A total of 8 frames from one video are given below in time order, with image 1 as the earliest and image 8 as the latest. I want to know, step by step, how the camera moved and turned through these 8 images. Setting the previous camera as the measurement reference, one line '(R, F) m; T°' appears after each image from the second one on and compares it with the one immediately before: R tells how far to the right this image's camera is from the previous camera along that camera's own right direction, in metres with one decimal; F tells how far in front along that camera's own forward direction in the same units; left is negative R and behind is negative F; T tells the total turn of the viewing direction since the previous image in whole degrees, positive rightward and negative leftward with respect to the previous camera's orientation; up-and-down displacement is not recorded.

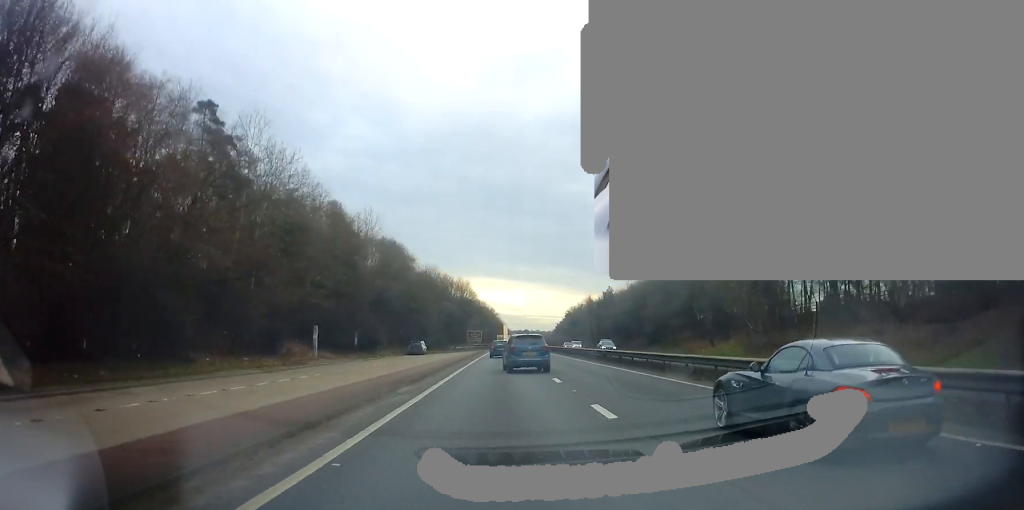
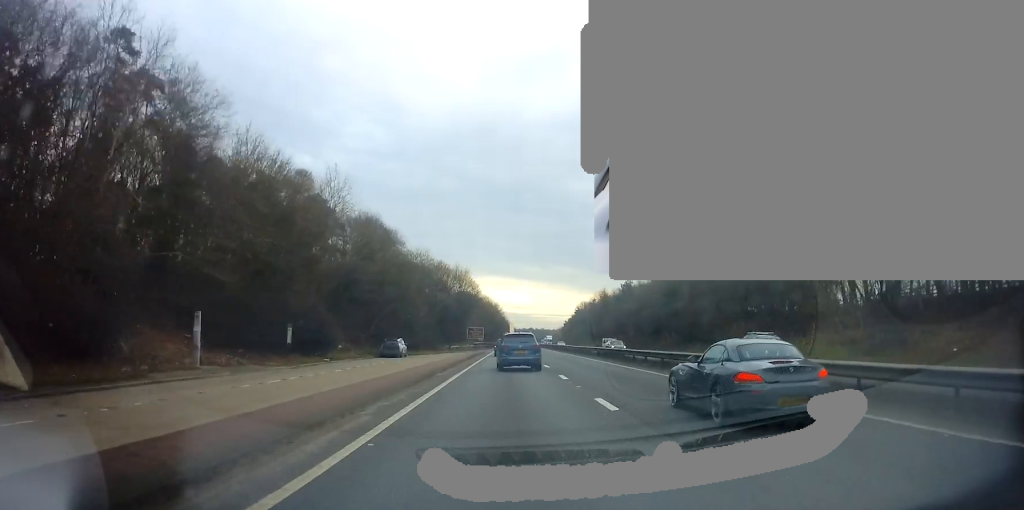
(+0.6, +17.5) m; 0°
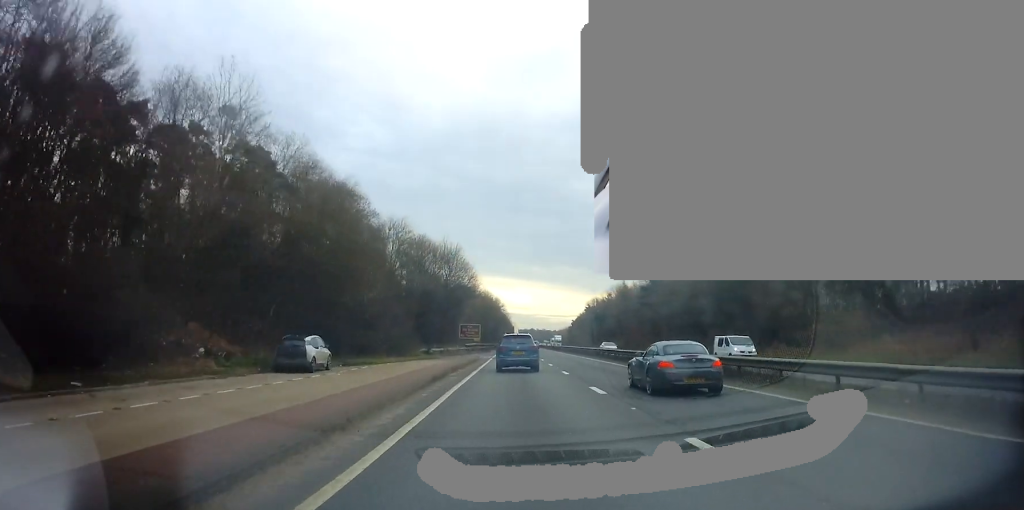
(-0.8, +23.7) m; -1°
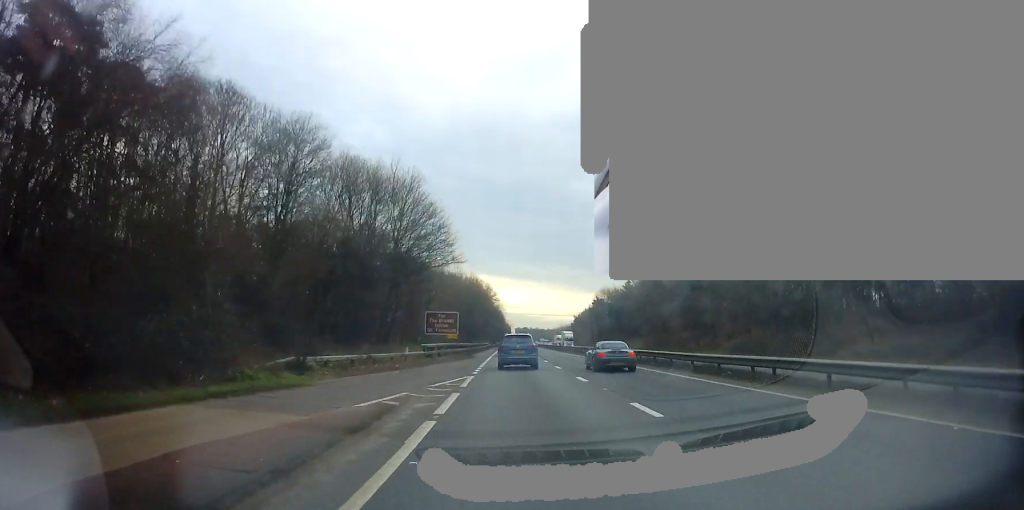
(+0.5, +32.6) m; 0°
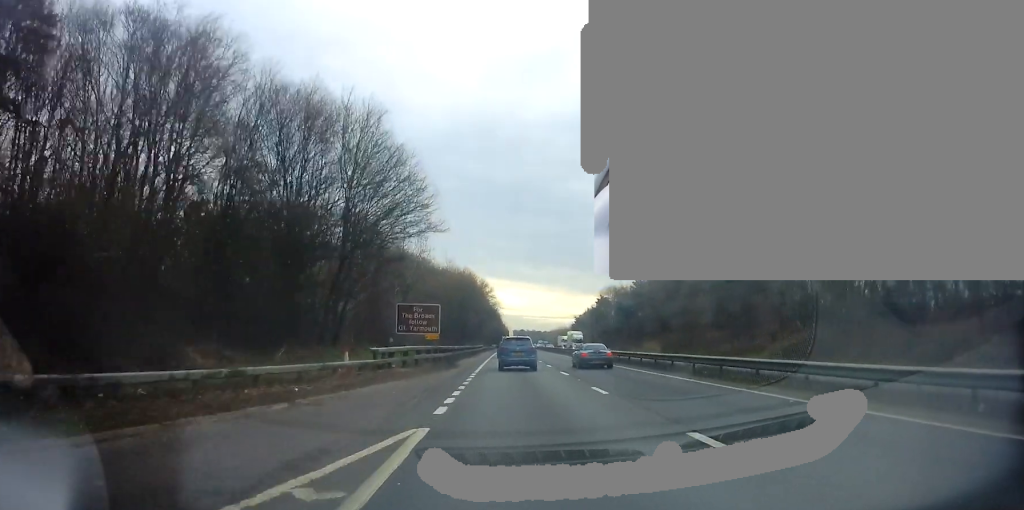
(-0.1, +13.3) m; +1°
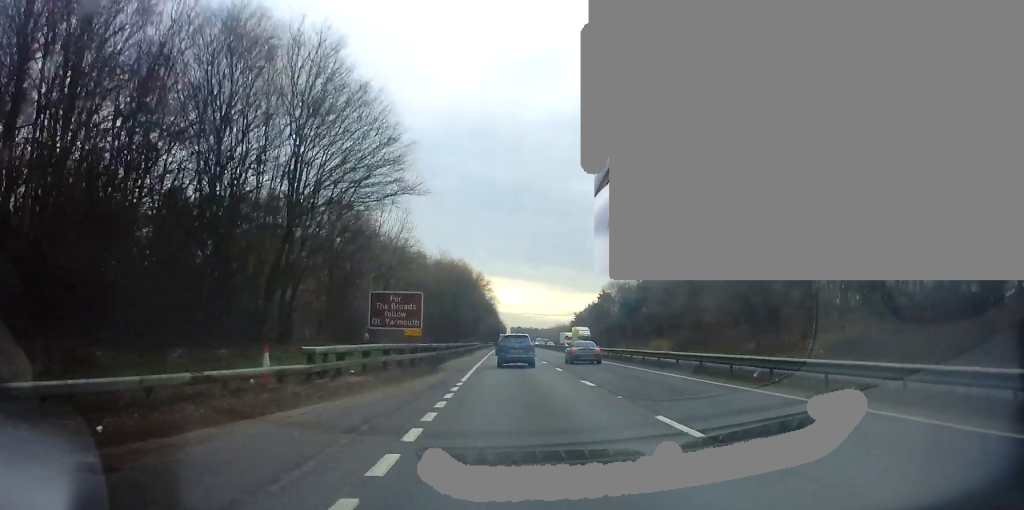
(-0.2, +7.6) m; +1°
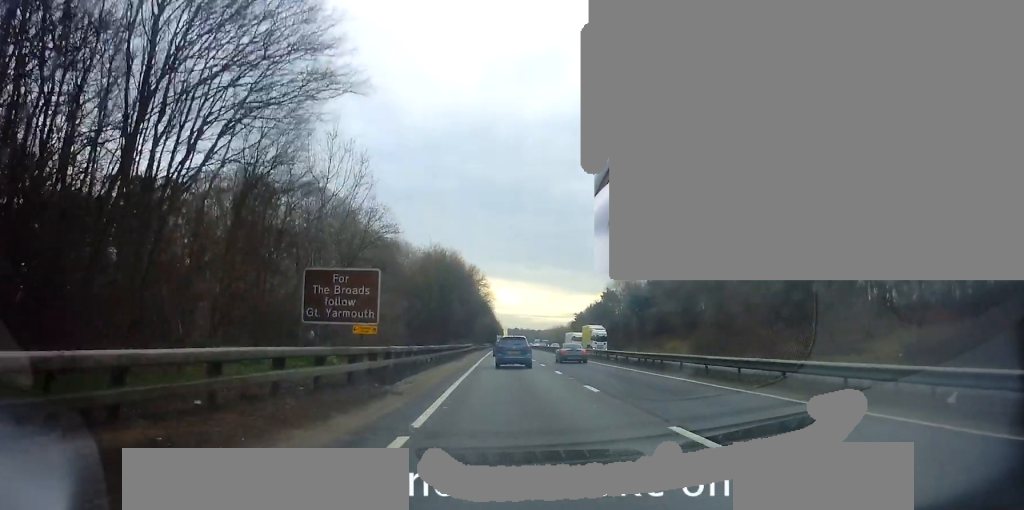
(+0.4, +10.7) m; 0°
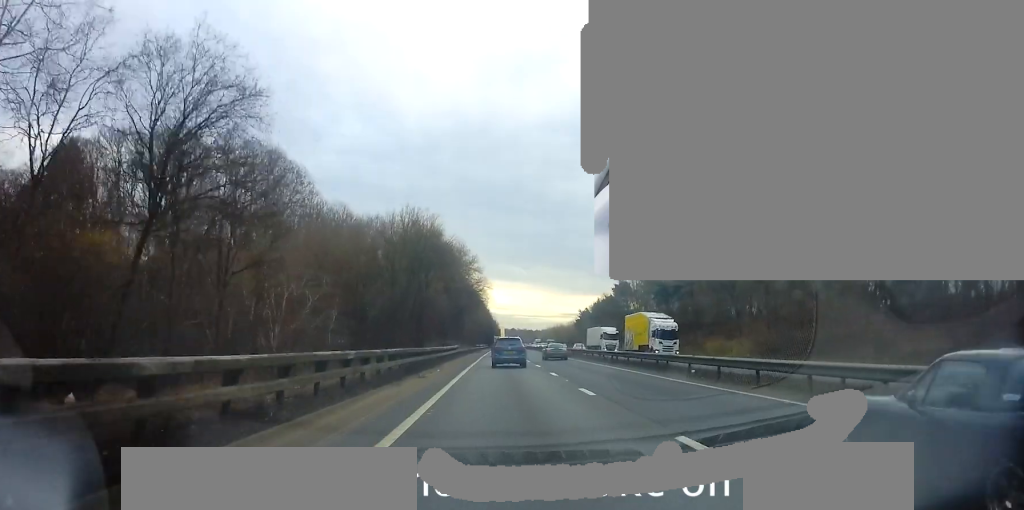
(-0.1, +19.5) m; 0°
